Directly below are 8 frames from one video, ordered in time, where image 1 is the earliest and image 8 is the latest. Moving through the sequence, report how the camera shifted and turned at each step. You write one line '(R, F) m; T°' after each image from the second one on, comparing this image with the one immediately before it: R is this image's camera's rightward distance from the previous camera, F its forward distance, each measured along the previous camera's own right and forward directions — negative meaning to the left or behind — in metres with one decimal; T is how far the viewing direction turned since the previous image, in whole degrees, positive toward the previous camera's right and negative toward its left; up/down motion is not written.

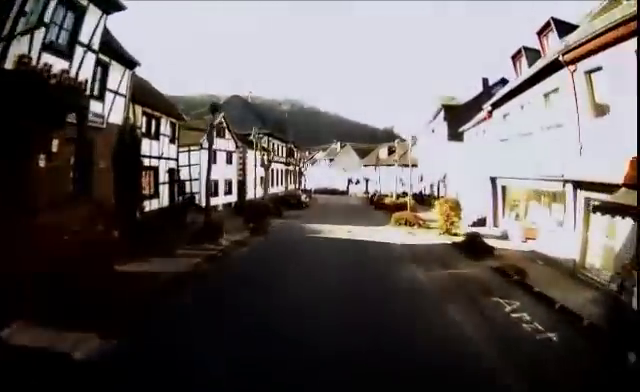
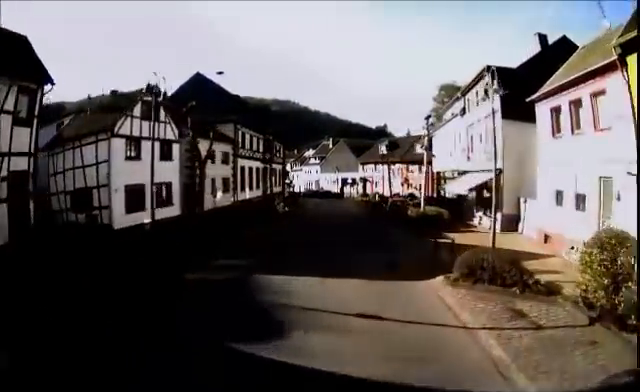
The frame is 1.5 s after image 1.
(-0.1, +10.6) m; -2°
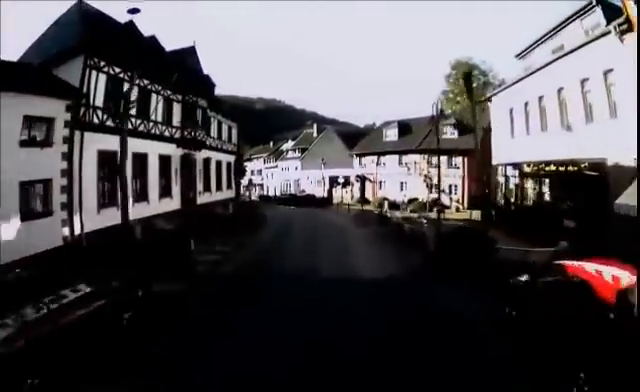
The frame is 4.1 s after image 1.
(-0.4, +17.2) m; +3°
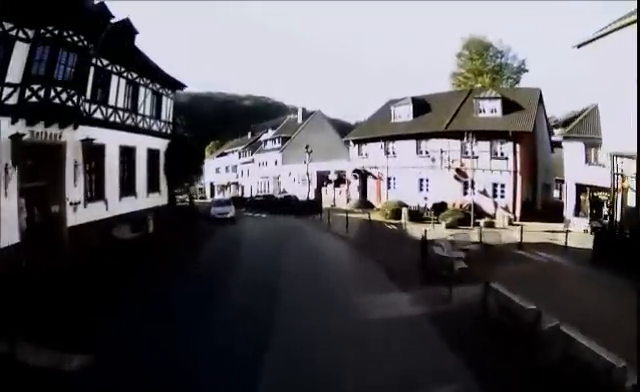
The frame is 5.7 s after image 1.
(+0.7, +10.4) m; +5°
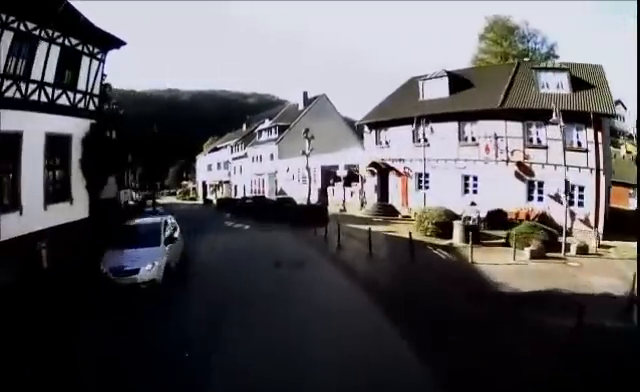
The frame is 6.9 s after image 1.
(+0.2, +6.9) m; -3°
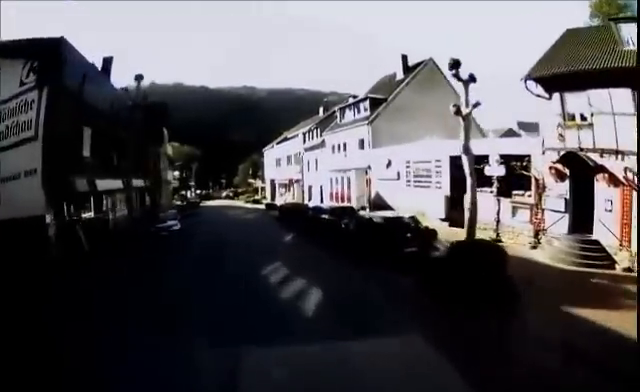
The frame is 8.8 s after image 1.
(-1.0, +10.6) m; -12°
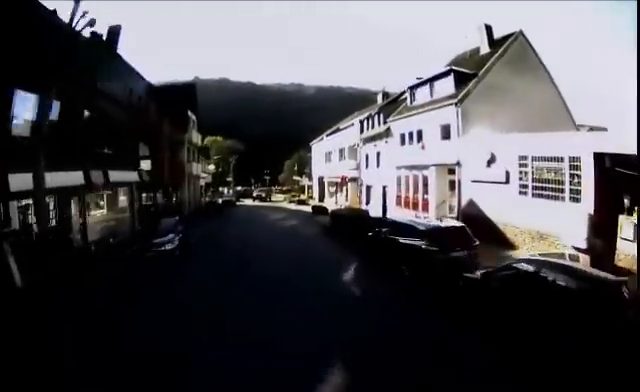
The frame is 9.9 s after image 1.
(-0.5, +5.8) m; -6°
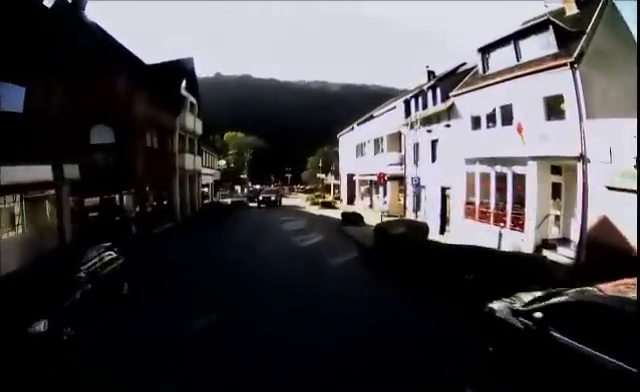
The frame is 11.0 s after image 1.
(0.0, +5.6) m; -4°
